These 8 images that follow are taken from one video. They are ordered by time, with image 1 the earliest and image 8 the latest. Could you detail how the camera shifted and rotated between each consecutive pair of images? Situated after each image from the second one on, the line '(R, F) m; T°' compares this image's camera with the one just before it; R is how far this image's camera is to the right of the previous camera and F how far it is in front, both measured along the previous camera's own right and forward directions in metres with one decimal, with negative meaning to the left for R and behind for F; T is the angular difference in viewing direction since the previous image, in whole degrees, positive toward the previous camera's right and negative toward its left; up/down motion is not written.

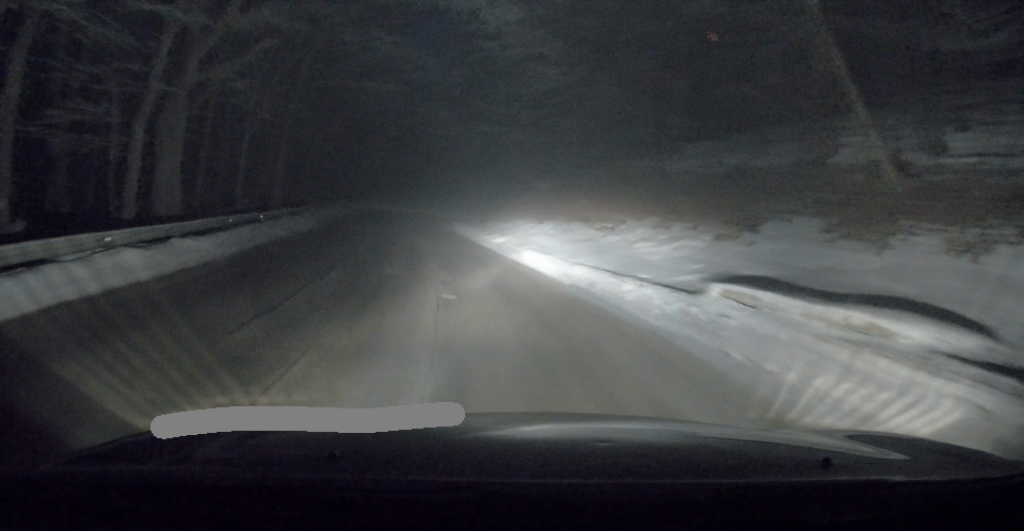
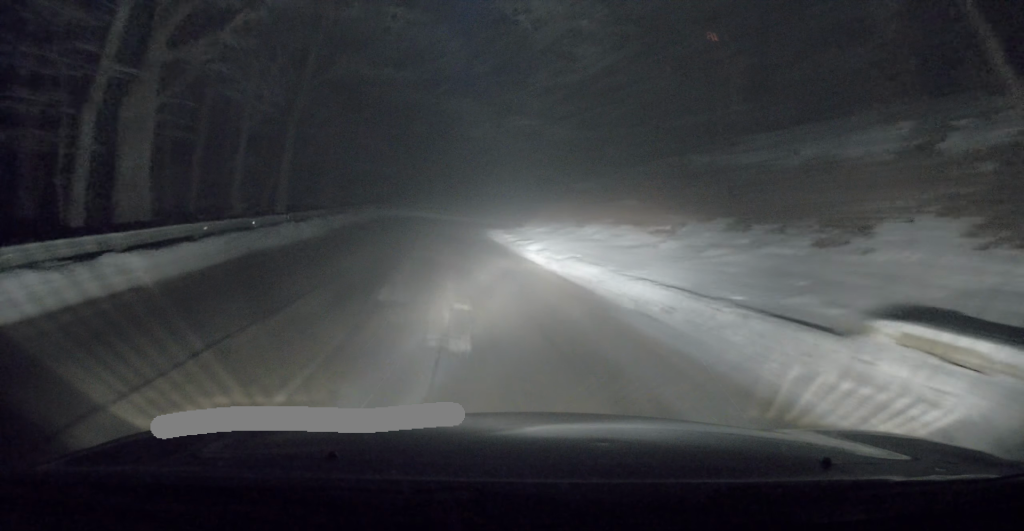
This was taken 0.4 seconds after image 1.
(0.0, +3.1) m; -1°
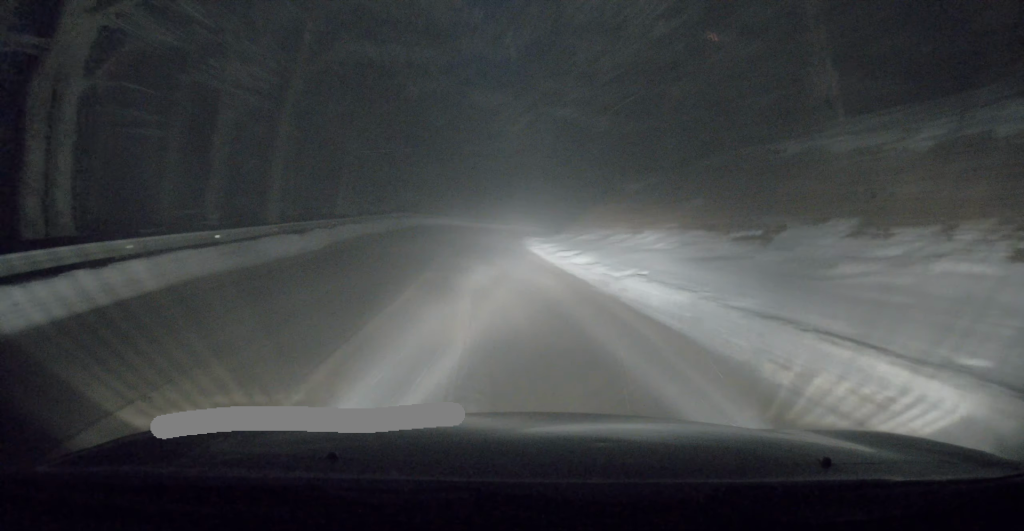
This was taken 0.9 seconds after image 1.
(0.0, +3.9) m; -1°
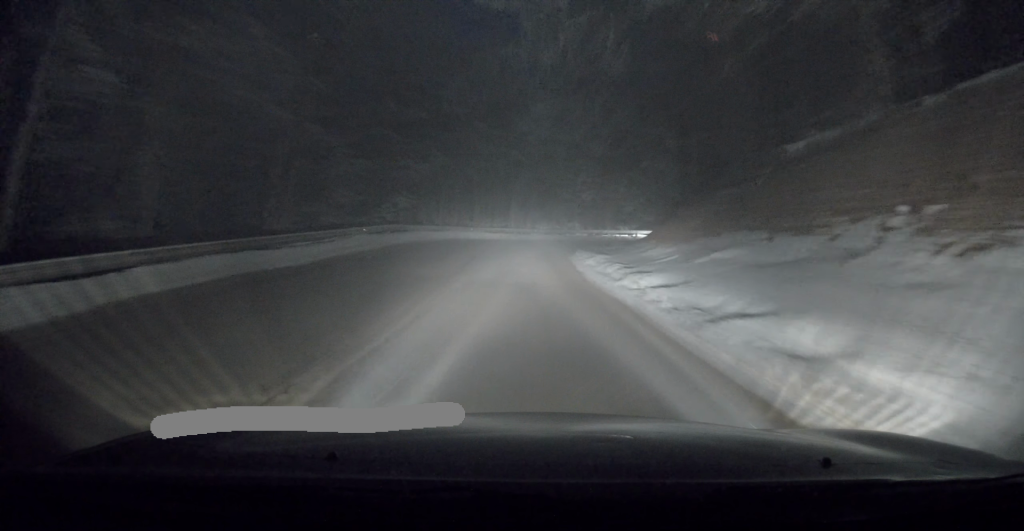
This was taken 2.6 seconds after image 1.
(-1.9, +13.0) m; -9°
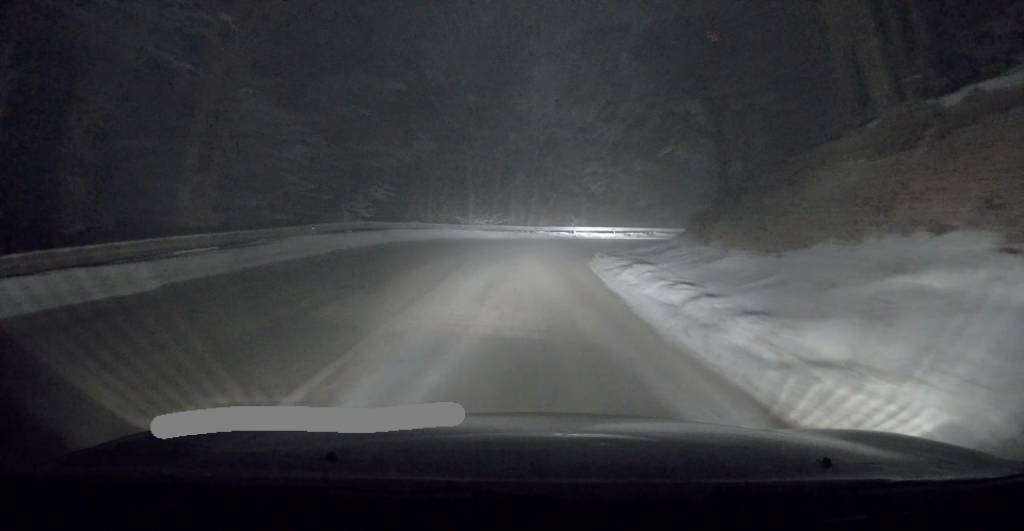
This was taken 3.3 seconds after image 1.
(-0.3, +5.5) m; +5°
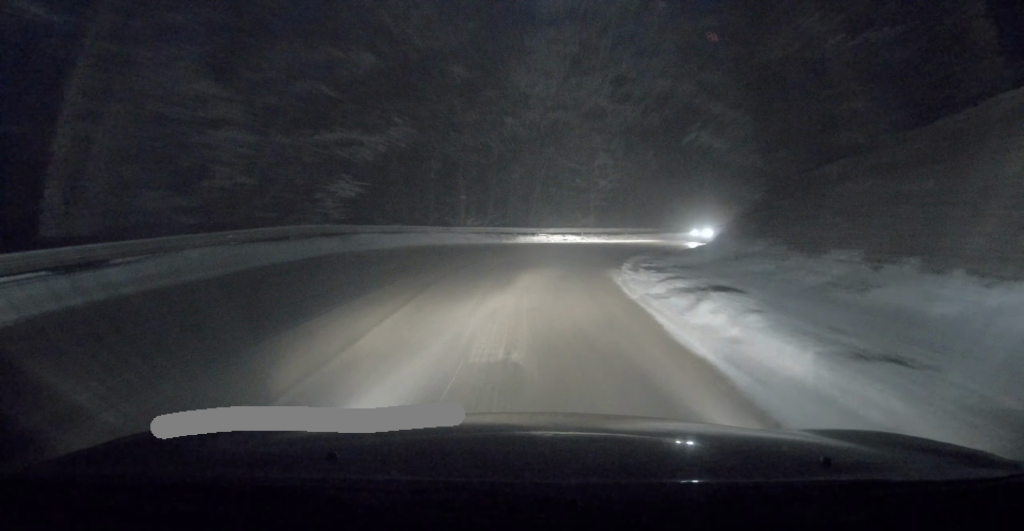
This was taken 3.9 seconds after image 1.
(+1.3, +5.2) m; +7°
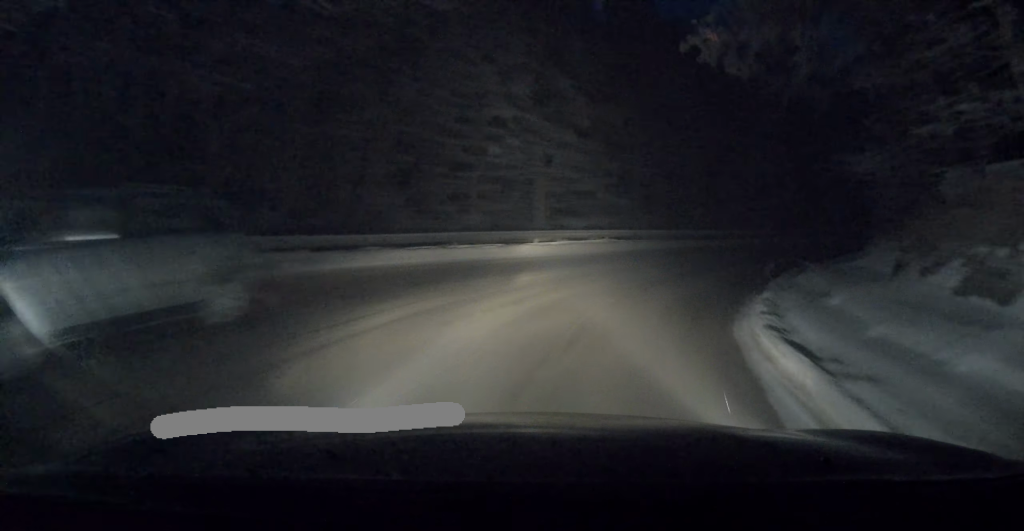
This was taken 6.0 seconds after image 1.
(-2.8, +17.8) m; -10°
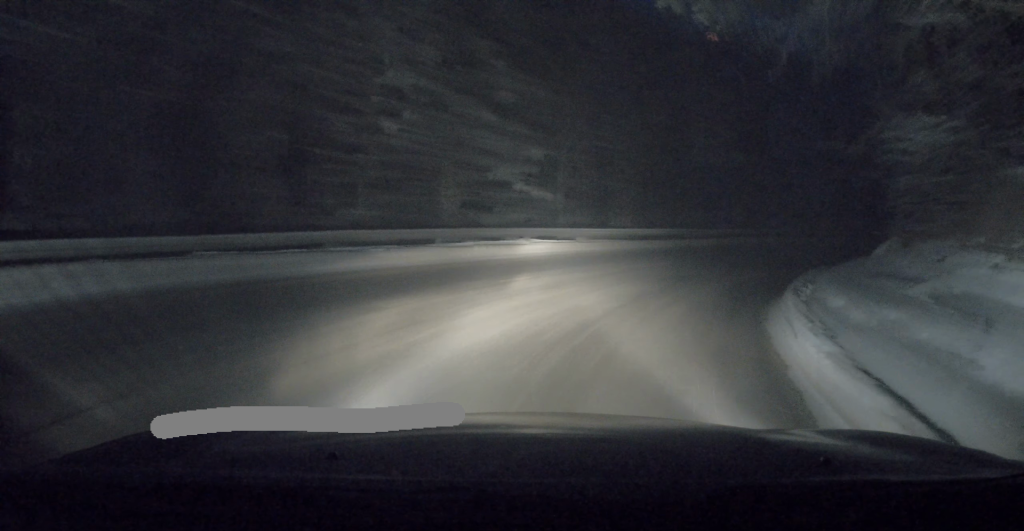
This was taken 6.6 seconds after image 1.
(+0.5, +4.7) m; +6°
